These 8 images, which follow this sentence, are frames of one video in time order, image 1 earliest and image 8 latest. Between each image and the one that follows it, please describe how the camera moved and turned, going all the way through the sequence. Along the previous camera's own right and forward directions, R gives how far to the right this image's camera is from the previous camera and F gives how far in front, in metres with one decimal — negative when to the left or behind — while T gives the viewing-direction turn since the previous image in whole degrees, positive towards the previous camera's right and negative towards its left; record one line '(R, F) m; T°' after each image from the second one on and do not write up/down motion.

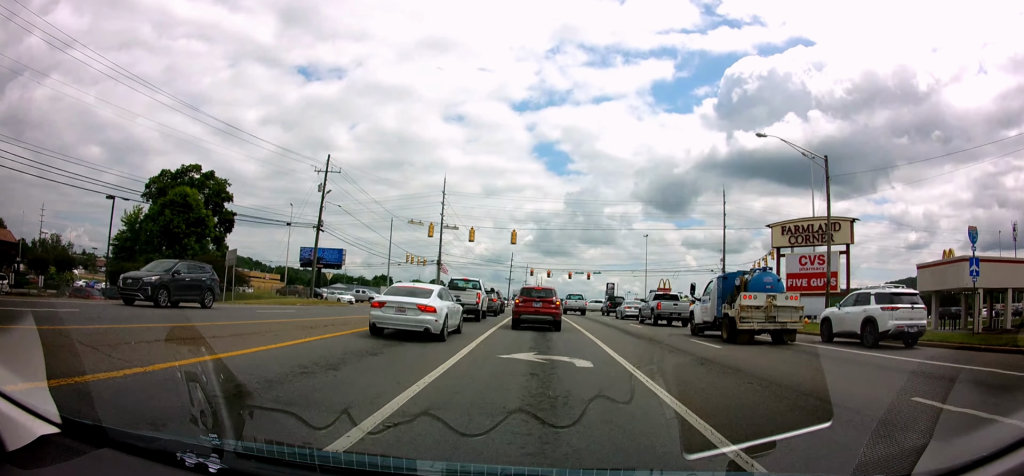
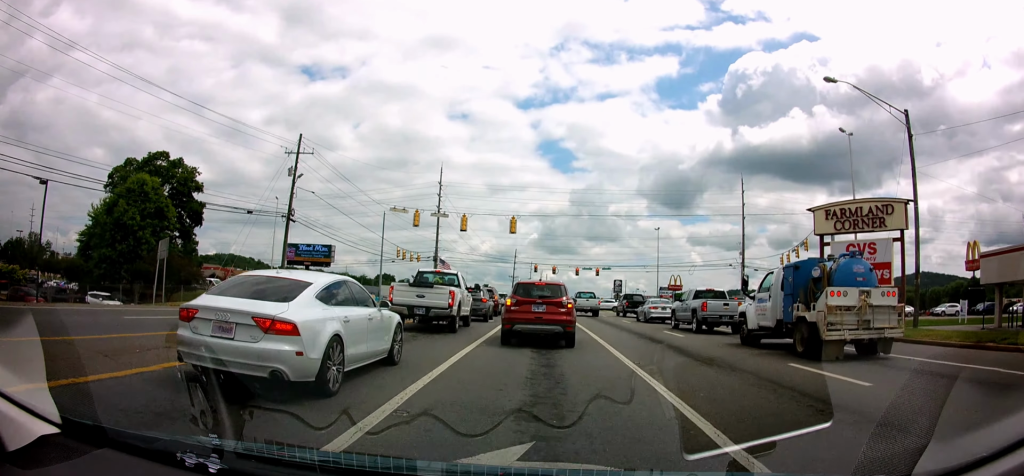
(-0.3, +8.8) m; -3°
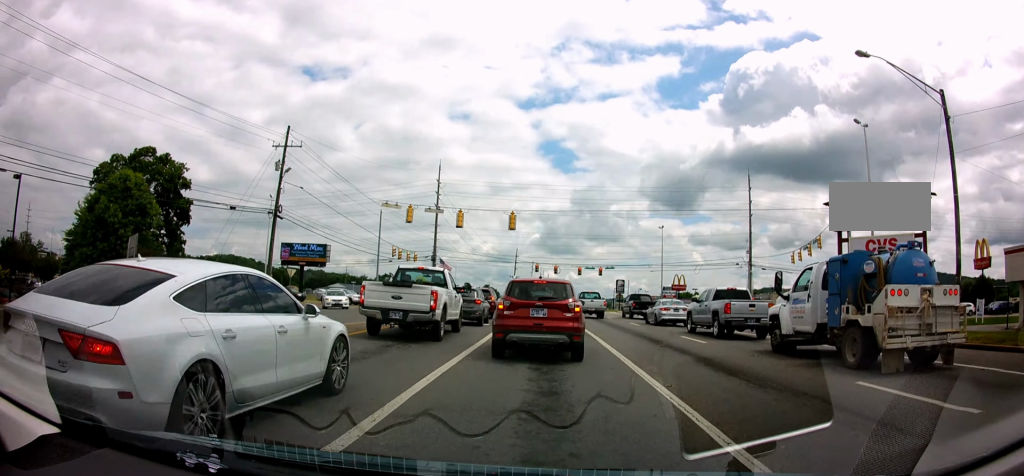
(-0.2, +3.4) m; 0°
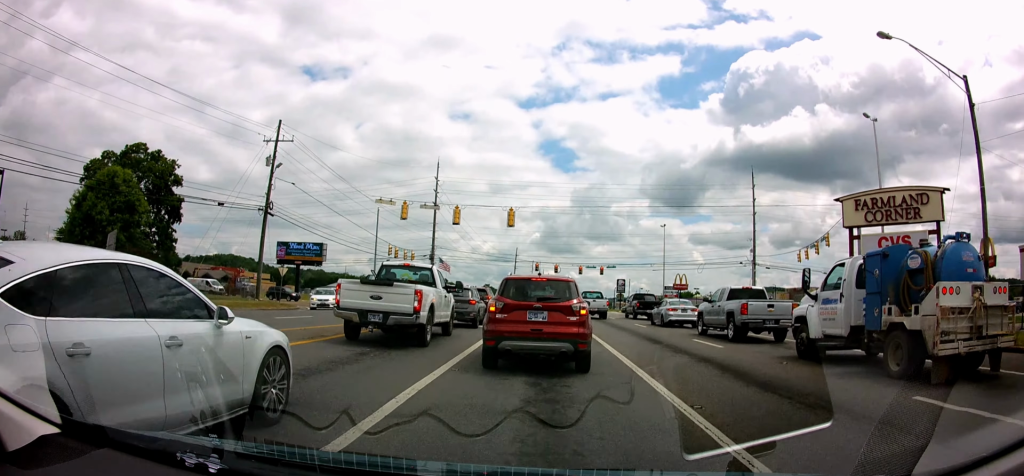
(+0.1, +2.0) m; 0°
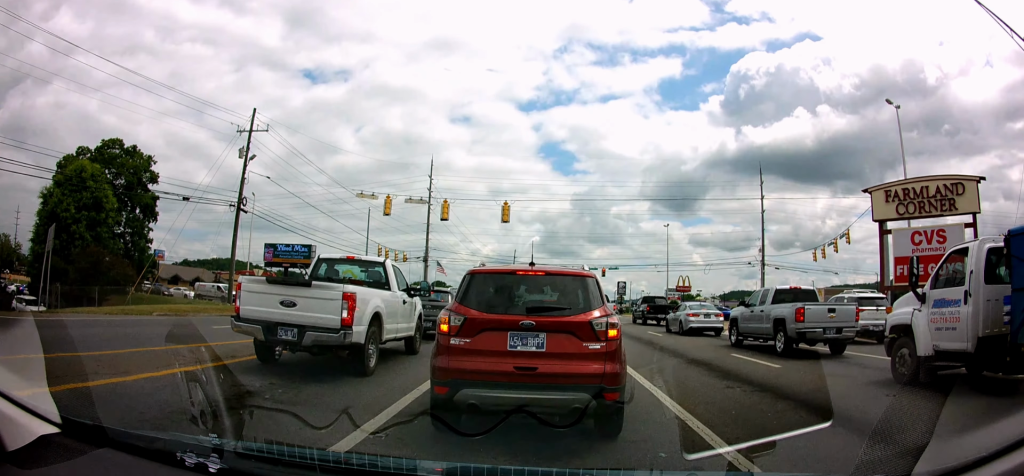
(+0.4, +7.3) m; +3°
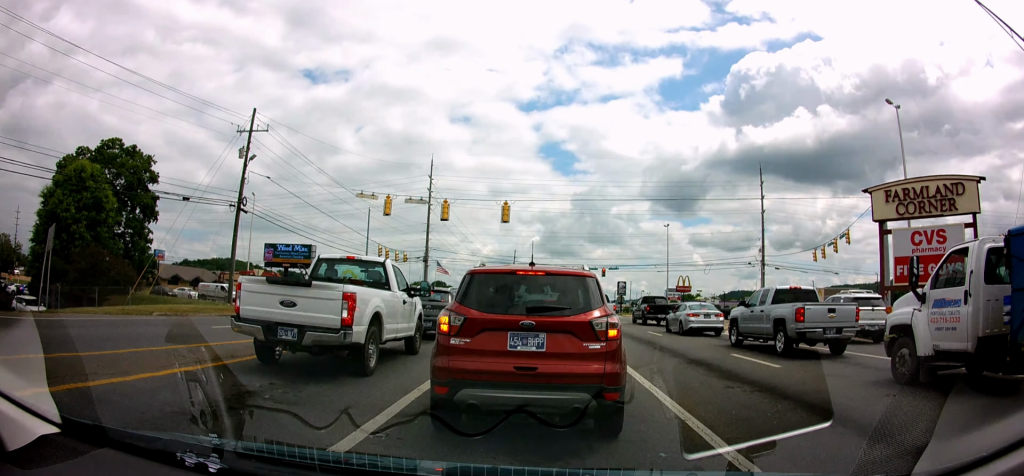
(-0.1, +0.2) m; 0°
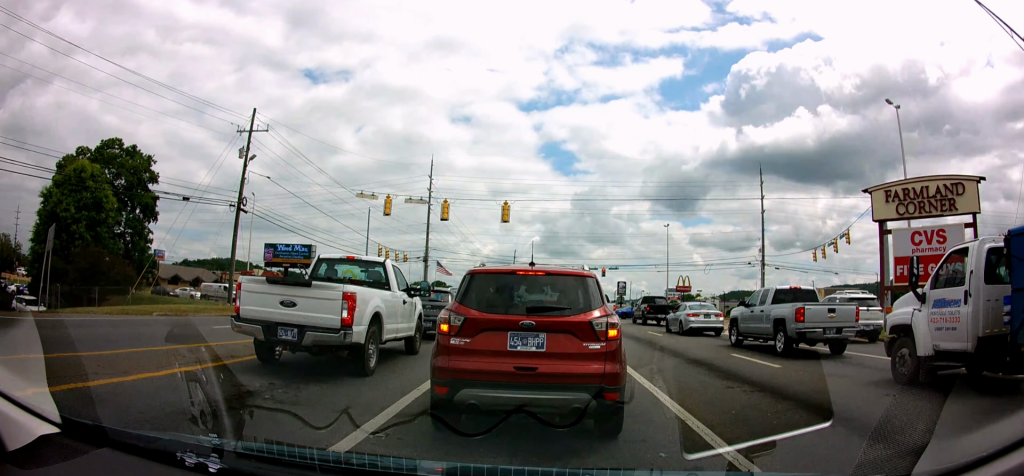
(0.0, 0.0) m; 0°
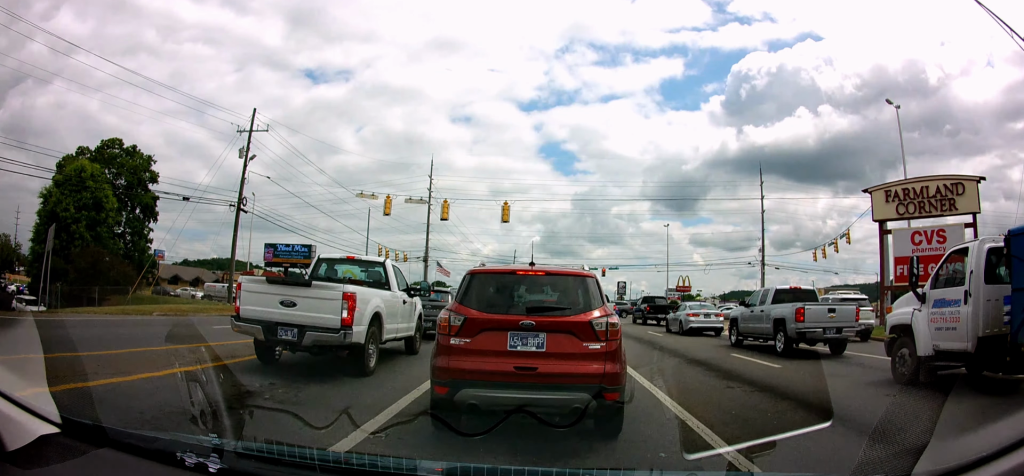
(0.0, 0.0) m; 0°
